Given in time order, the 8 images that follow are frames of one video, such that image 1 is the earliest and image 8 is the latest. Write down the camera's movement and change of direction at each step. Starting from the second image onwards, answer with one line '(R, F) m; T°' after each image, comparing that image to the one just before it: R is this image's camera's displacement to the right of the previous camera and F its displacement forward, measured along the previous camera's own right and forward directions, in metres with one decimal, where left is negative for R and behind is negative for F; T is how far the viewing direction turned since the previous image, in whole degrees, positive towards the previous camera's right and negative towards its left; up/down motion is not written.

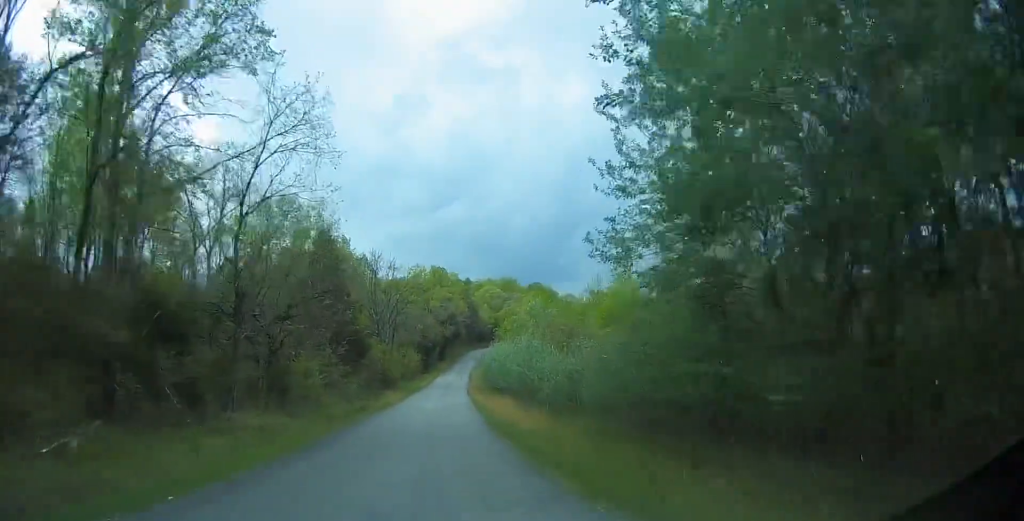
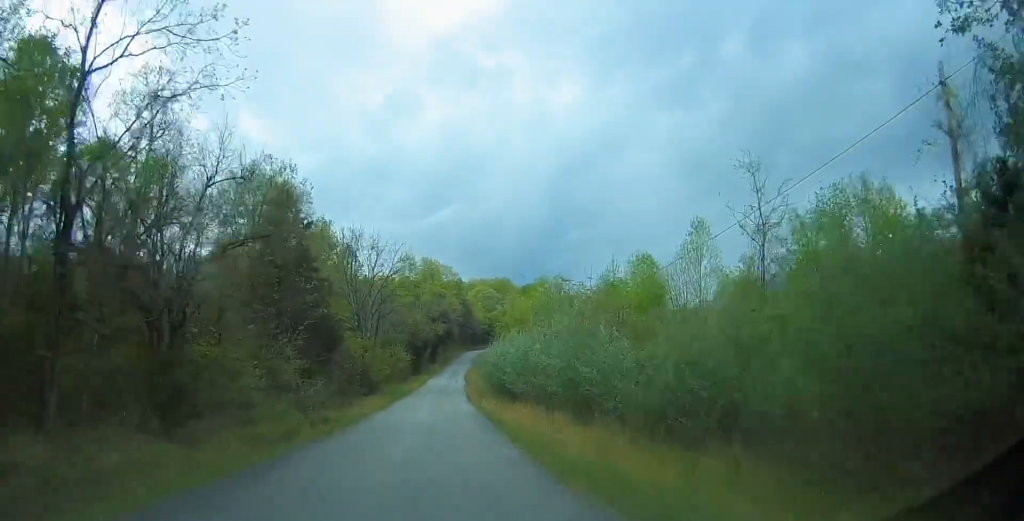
(+0.2, +11.8) m; 0°
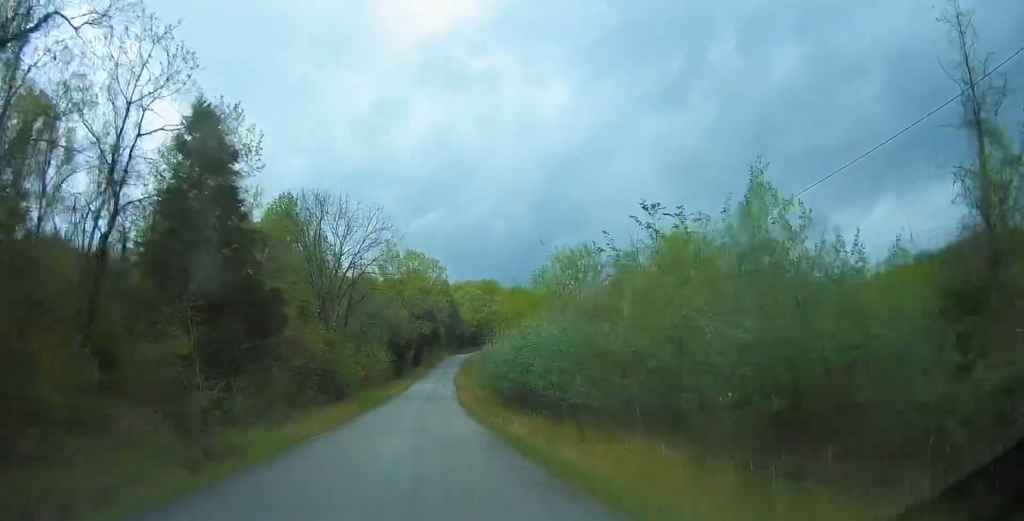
(-0.2, +12.9) m; -1°
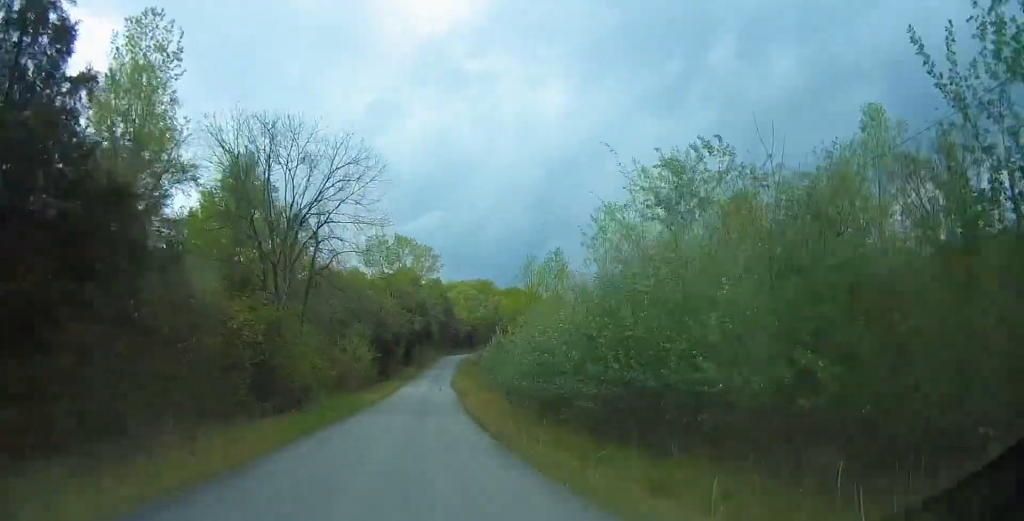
(0.0, +14.1) m; +3°
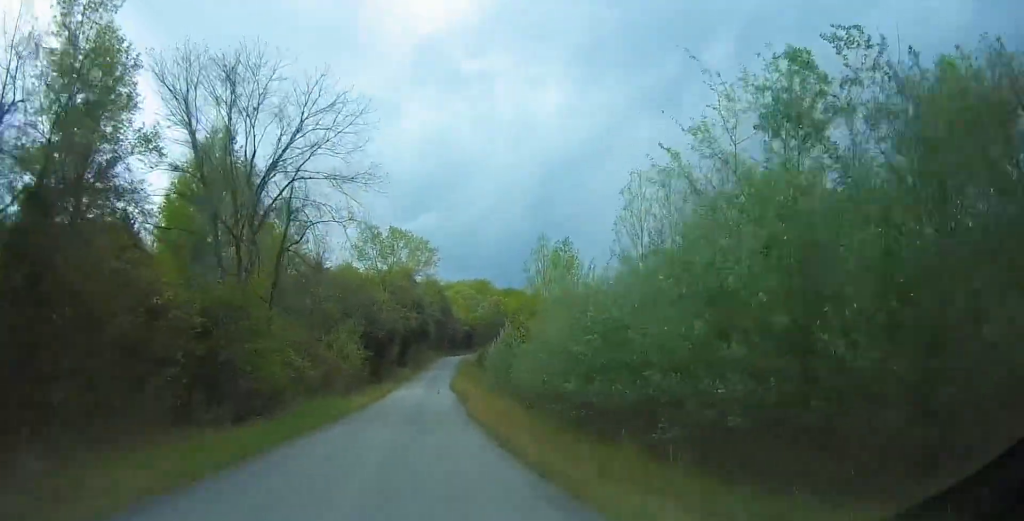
(+0.2, +6.6) m; +1°
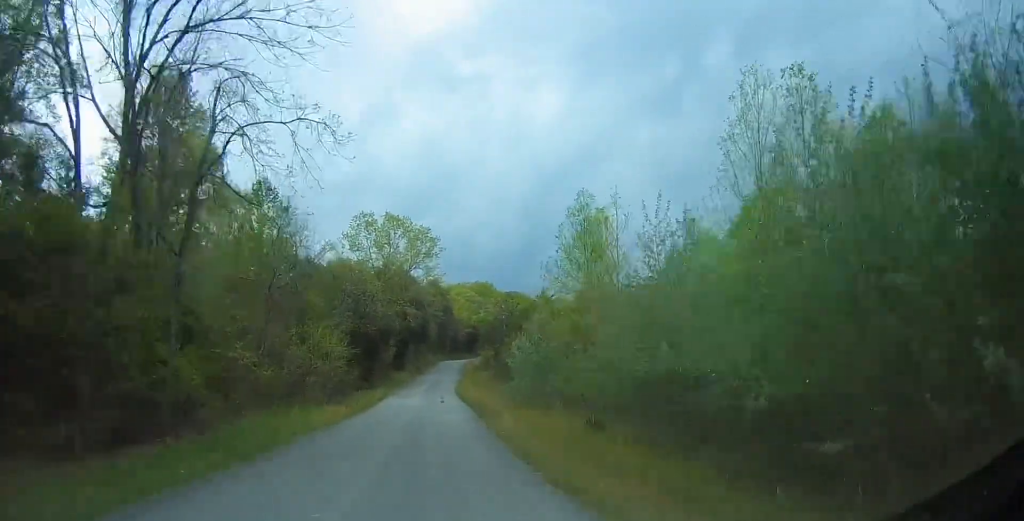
(+0.2, +11.0) m; 0°
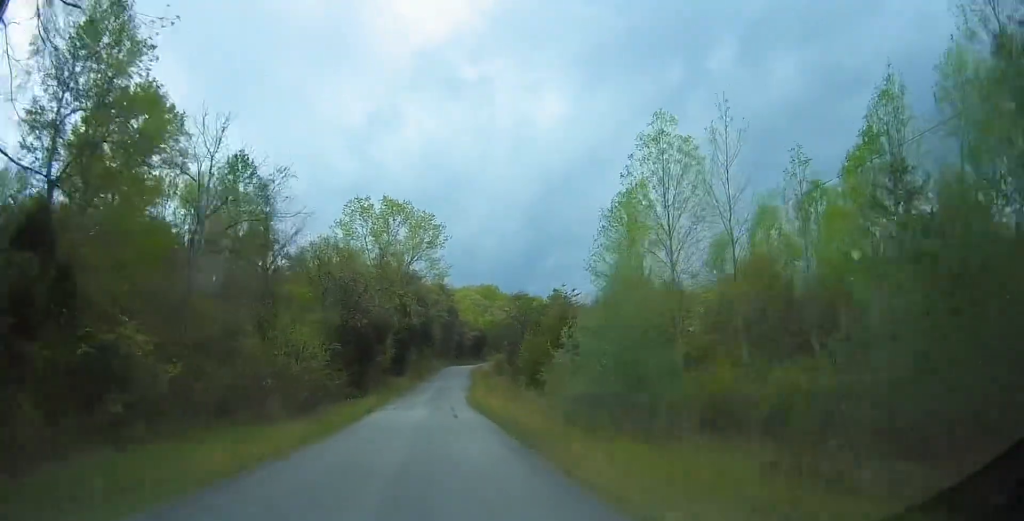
(-0.2, +10.3) m; -2°
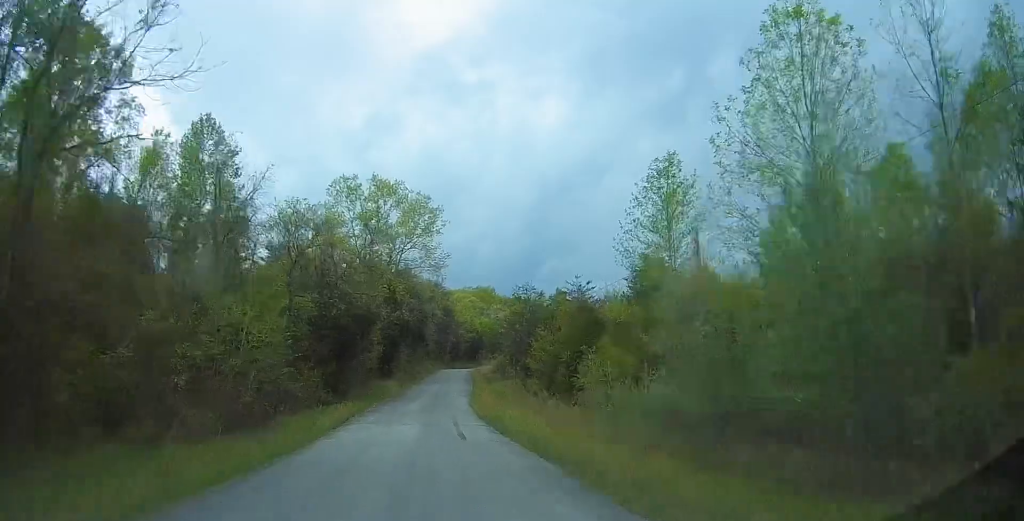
(-0.2, +9.2) m; 0°
